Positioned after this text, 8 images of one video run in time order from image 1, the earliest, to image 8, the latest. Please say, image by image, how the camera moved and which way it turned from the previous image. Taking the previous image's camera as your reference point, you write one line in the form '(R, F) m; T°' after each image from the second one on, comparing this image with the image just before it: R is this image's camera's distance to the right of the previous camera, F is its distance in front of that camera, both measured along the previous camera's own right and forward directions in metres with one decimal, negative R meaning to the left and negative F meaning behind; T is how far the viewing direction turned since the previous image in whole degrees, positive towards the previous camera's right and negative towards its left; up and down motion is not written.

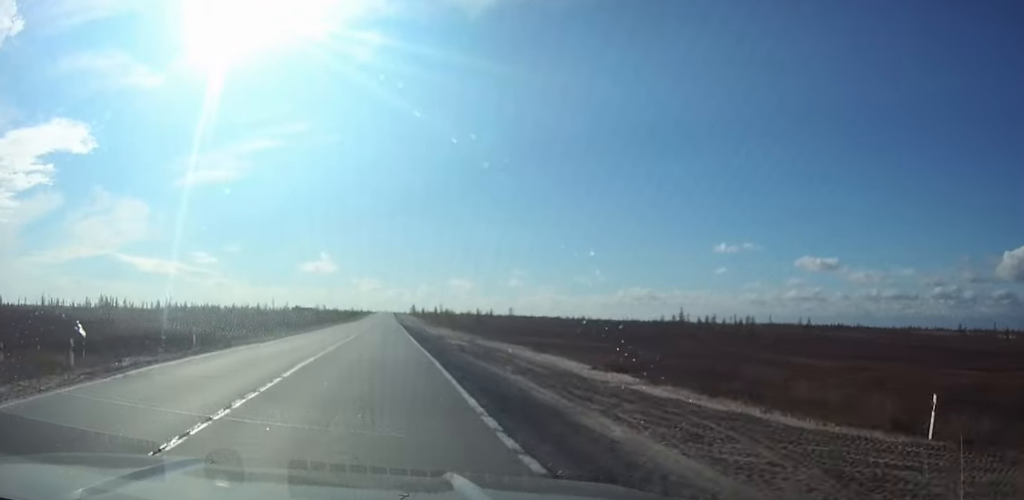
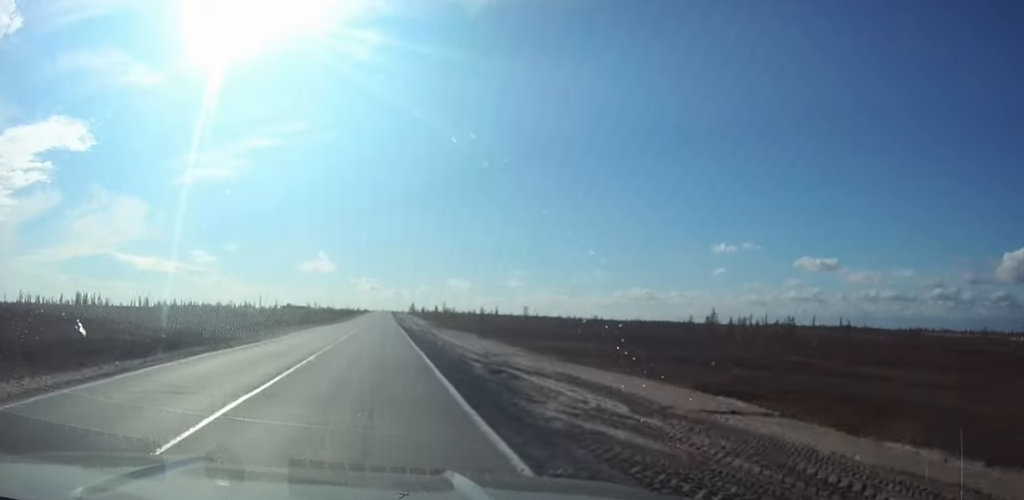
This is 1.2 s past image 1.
(0.0, +25.3) m; 0°
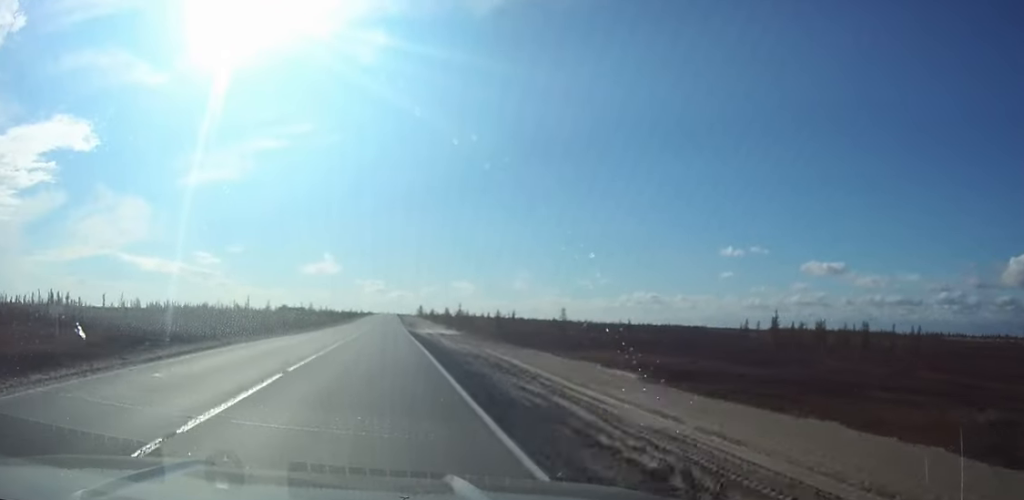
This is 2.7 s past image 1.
(-0.1, +31.7) m; 0°
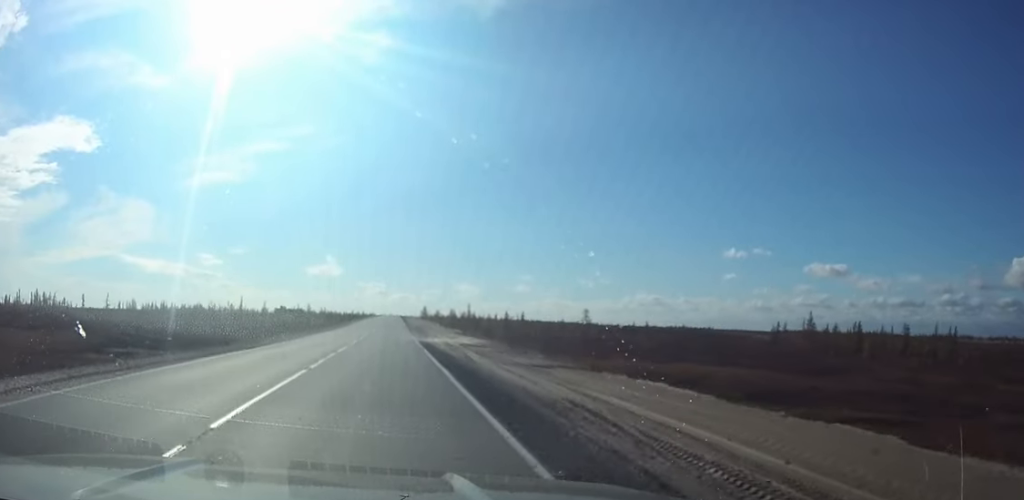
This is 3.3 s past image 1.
(0.0, +15.2) m; 0°
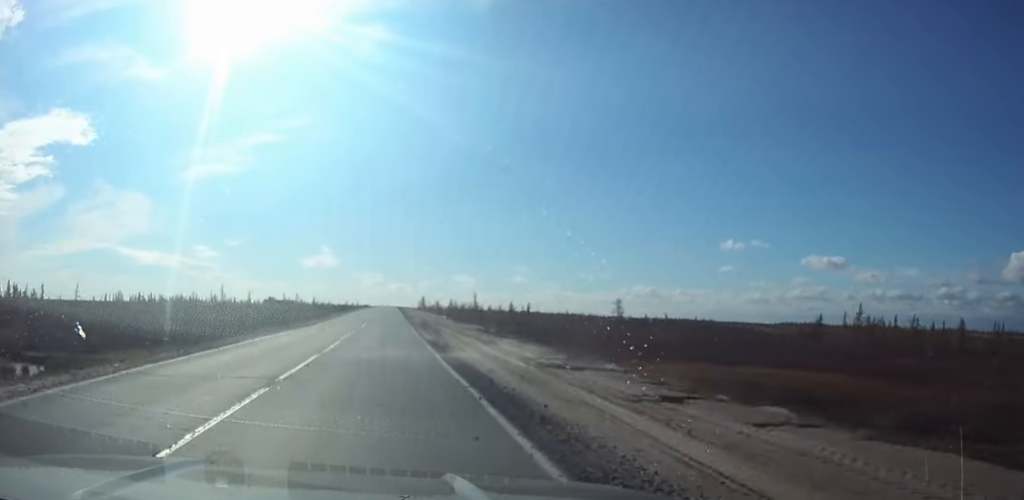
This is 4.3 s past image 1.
(0.0, +20.8) m; 0°
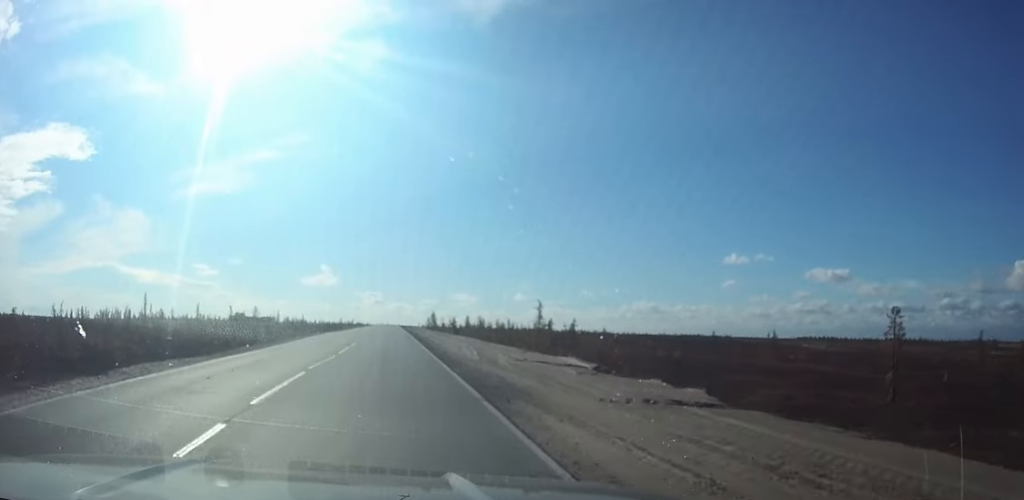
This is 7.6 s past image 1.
(-0.1, +66.4) m; 0°
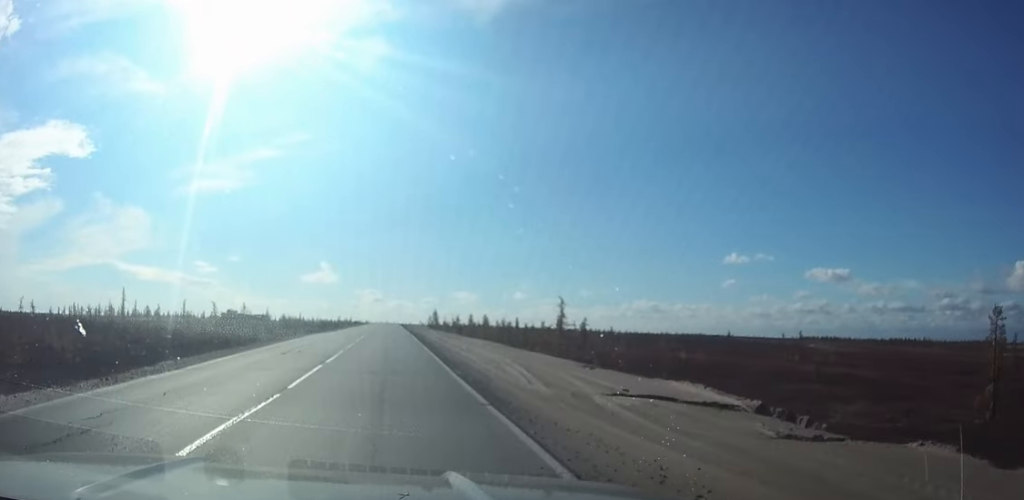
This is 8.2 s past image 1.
(0.0, +12.0) m; 0°
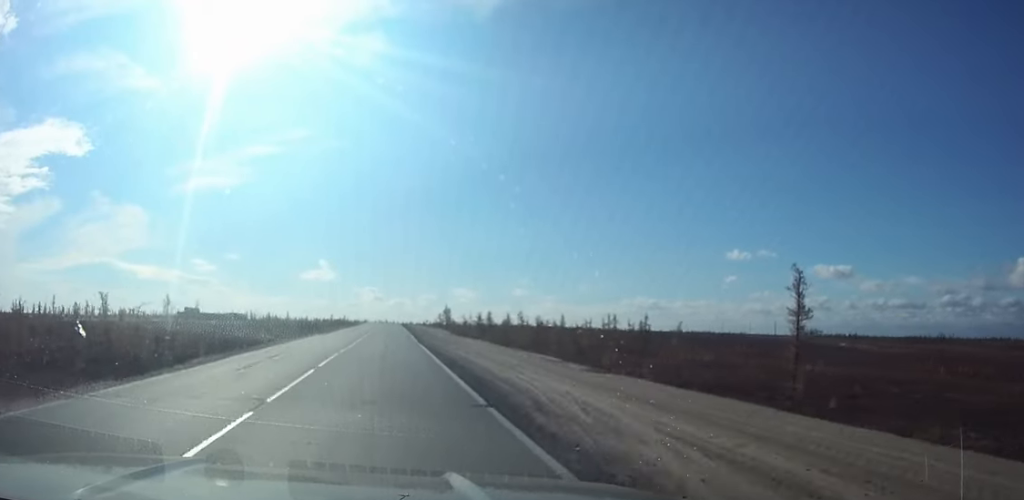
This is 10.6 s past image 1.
(0.0, +47.4) m; 0°
